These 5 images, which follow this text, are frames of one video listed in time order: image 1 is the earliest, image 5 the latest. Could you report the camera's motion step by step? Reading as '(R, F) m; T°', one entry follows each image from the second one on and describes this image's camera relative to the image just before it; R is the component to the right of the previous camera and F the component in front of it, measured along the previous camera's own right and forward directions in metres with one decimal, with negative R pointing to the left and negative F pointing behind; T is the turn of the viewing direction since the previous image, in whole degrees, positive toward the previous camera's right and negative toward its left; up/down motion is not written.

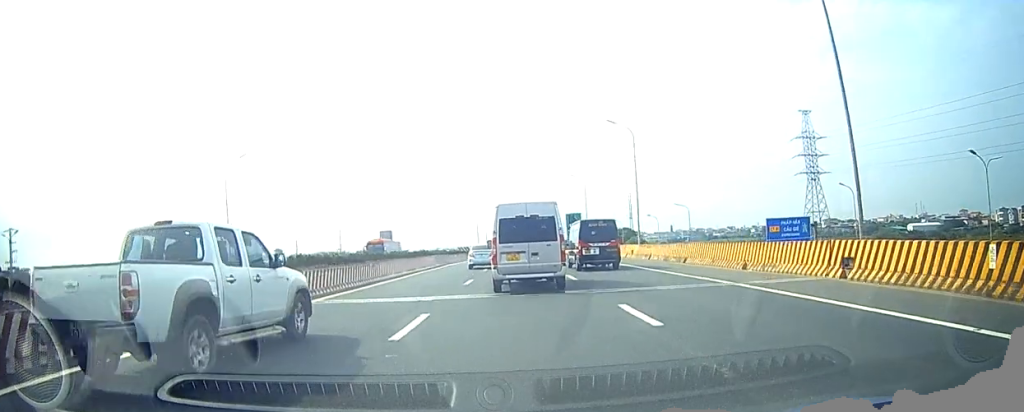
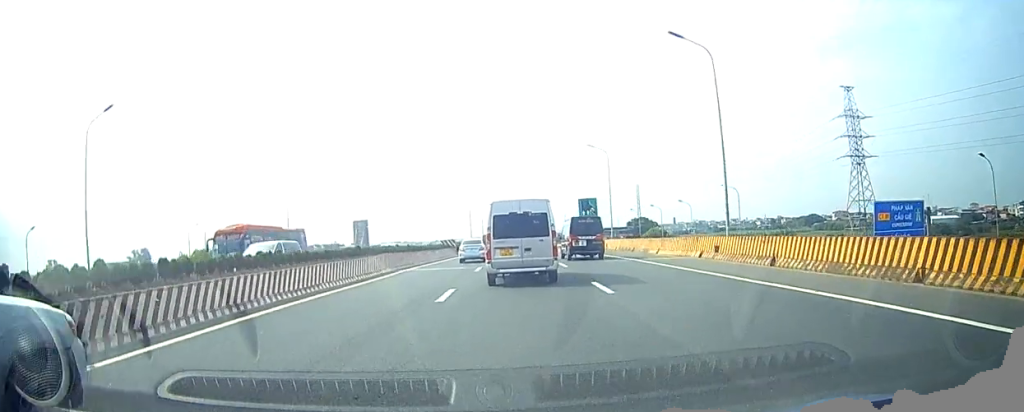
(0.0, +19.2) m; 0°
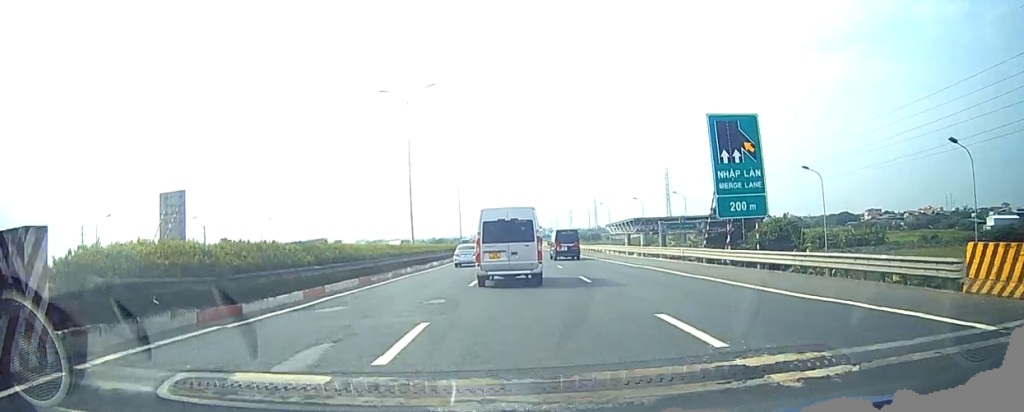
(0.0, +56.0) m; 0°
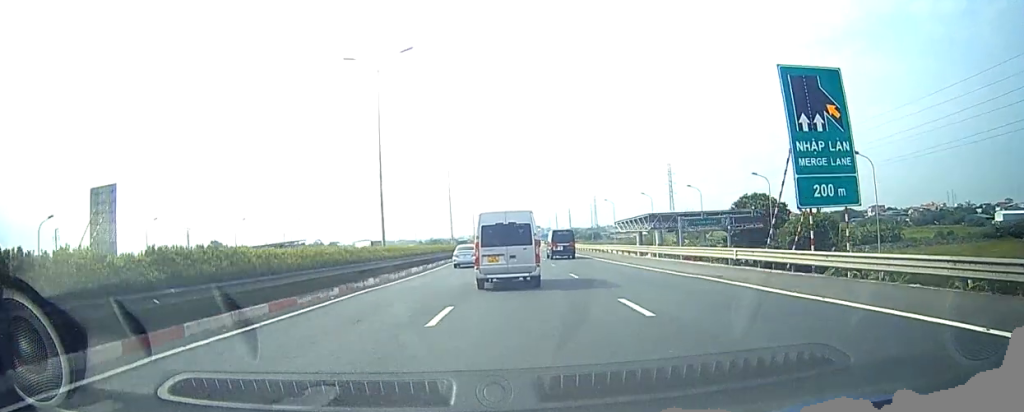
(0.0, +8.4) m; 0°
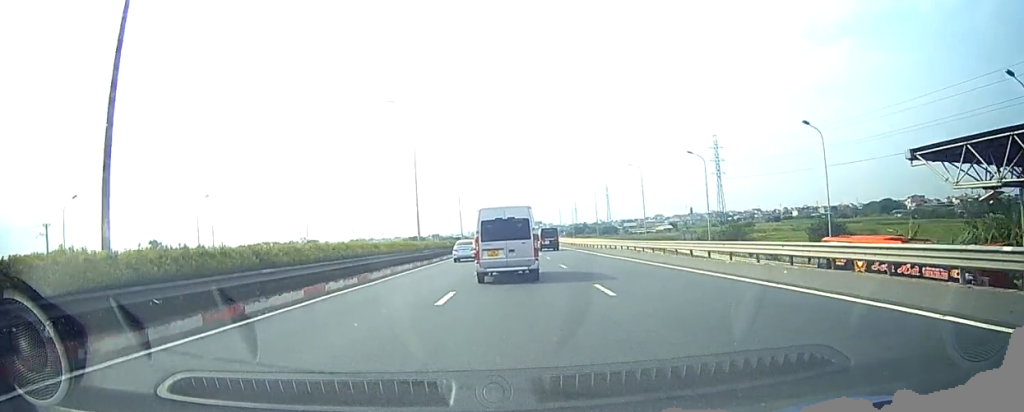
(-0.2, +55.0) m; 0°
